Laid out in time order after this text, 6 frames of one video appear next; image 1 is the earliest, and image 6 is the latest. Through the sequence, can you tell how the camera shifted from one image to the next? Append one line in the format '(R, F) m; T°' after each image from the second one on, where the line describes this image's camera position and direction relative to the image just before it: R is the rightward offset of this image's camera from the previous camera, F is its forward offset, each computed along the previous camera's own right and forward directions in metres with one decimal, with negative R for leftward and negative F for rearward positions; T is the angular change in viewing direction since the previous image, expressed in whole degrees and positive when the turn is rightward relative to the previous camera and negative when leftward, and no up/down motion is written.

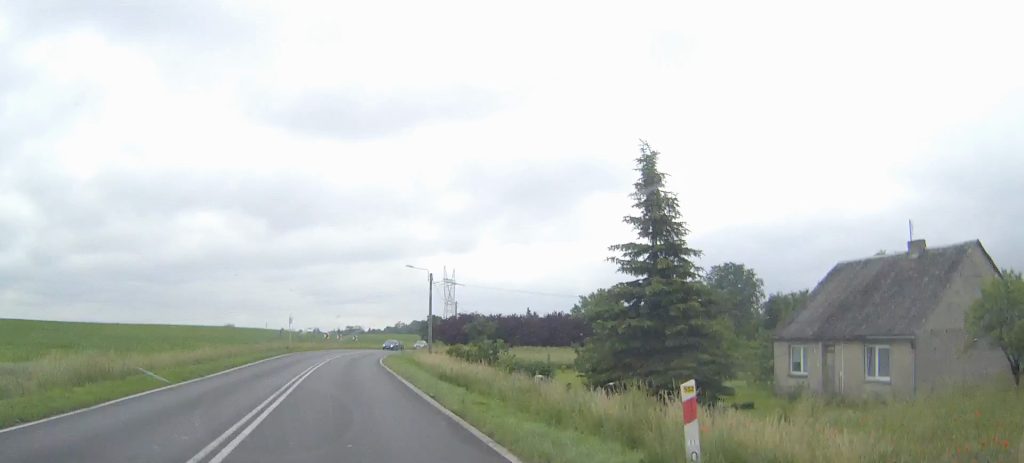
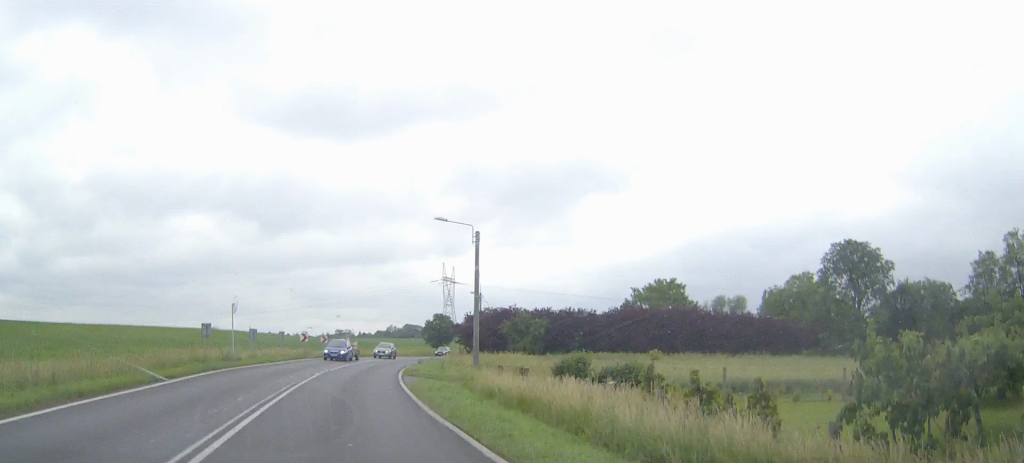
(+0.1, +29.7) m; +1°
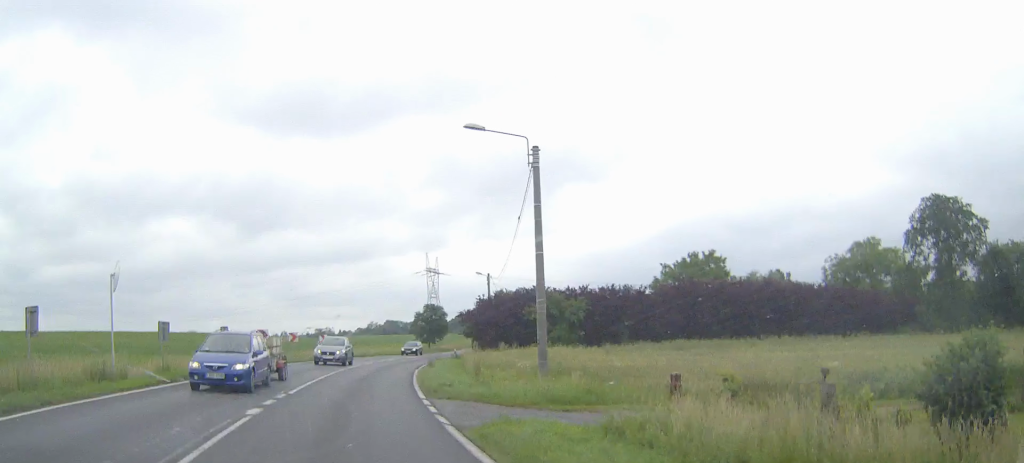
(+0.1, +17.2) m; +1°
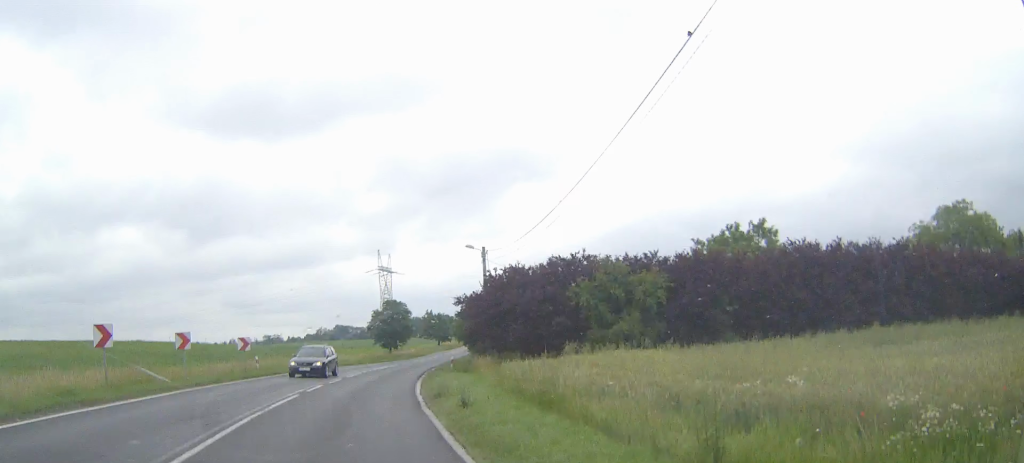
(+0.3, +21.1) m; +3°
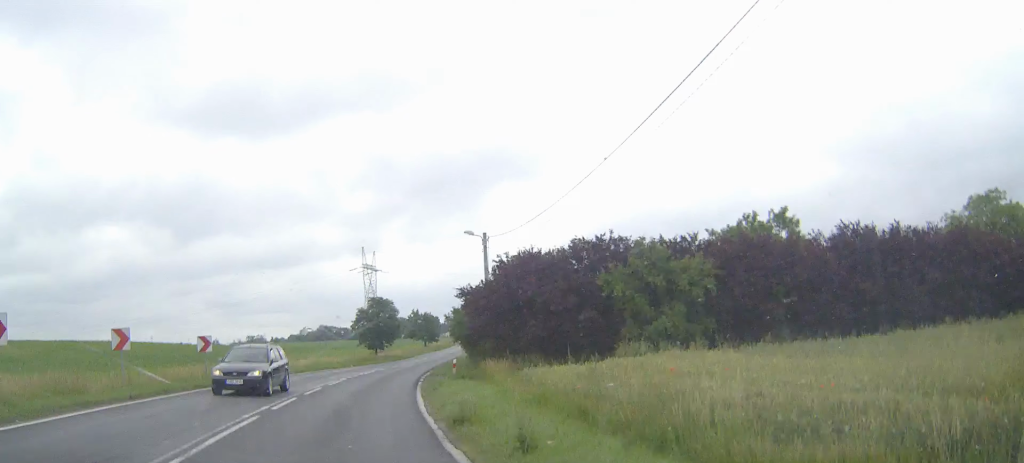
(+0.2, +6.0) m; +1°
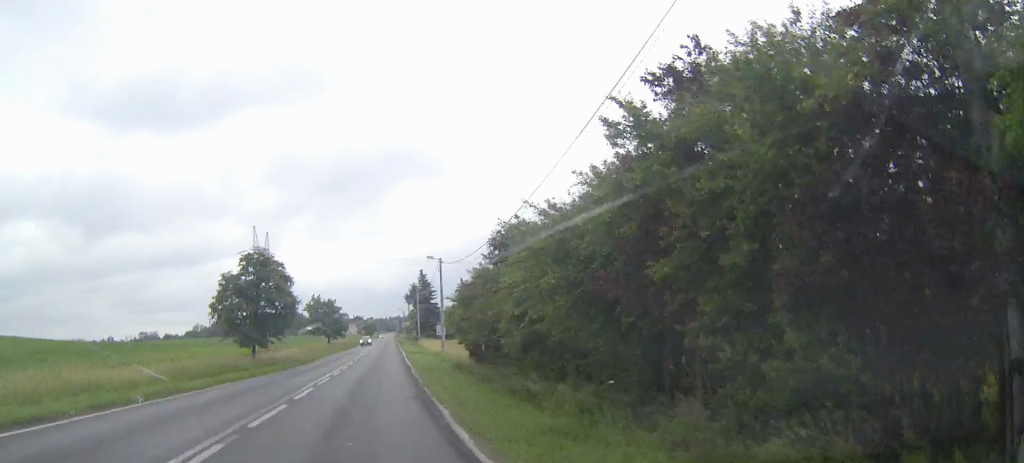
(+2.8, +39.4) m; +8°
